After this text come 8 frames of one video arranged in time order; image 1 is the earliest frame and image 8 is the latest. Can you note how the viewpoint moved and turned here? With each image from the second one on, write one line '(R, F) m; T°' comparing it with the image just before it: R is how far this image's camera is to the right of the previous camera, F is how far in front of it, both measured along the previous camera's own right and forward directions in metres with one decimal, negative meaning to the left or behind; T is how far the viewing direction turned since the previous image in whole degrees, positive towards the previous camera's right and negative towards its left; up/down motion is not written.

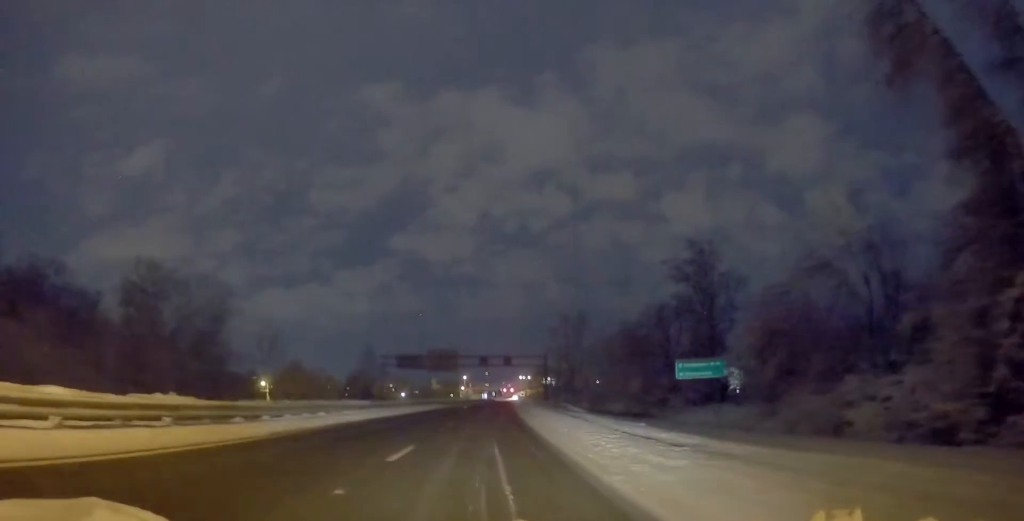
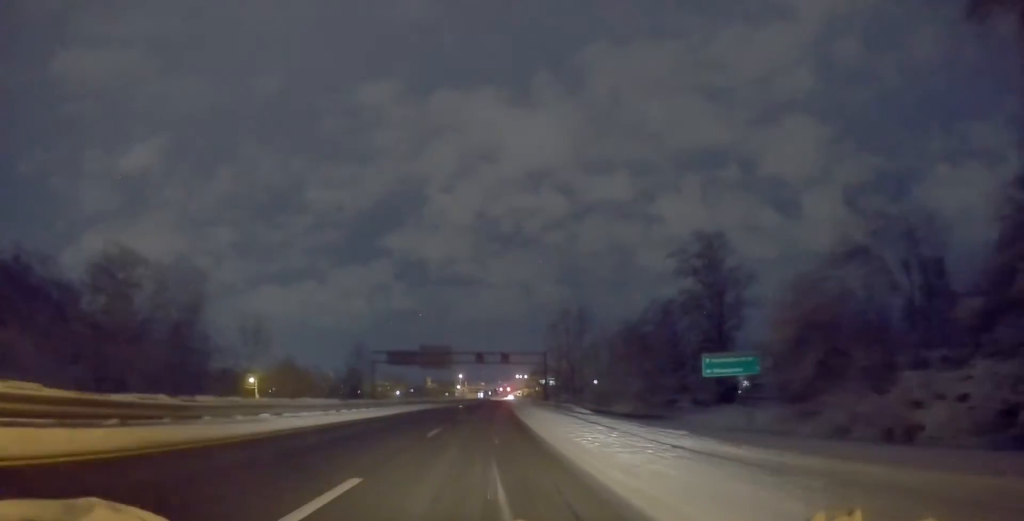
(0.0, +5.8) m; +1°
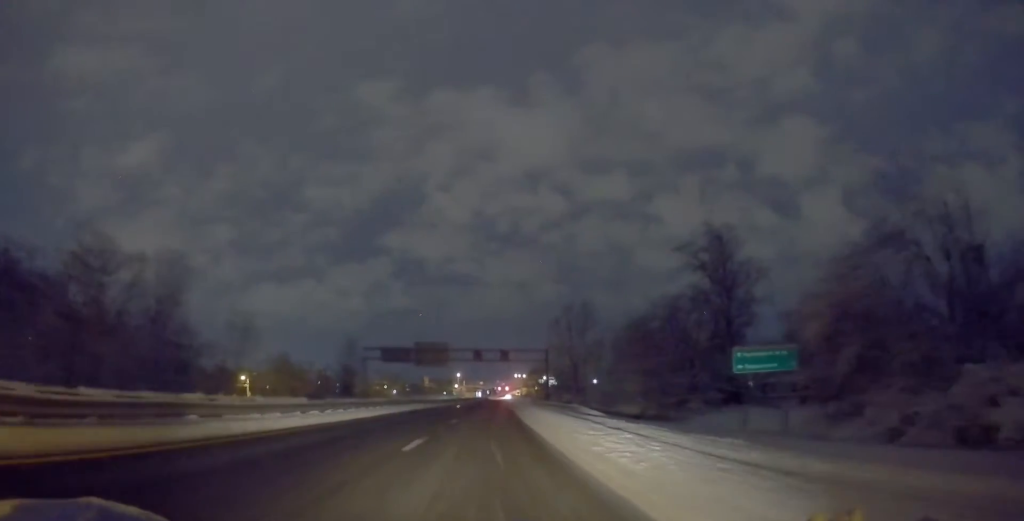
(0.0, +4.8) m; +2°
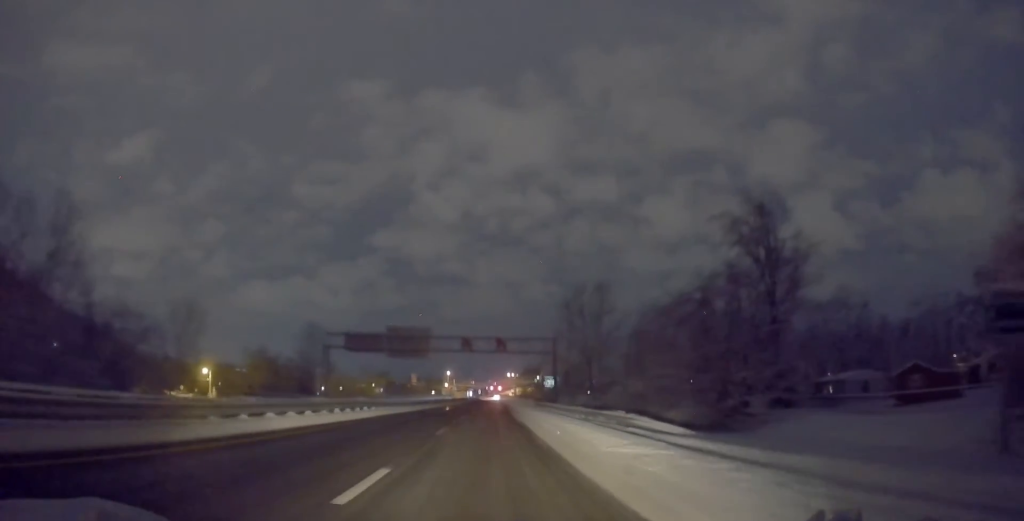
(+0.6, +18.4) m; +2°
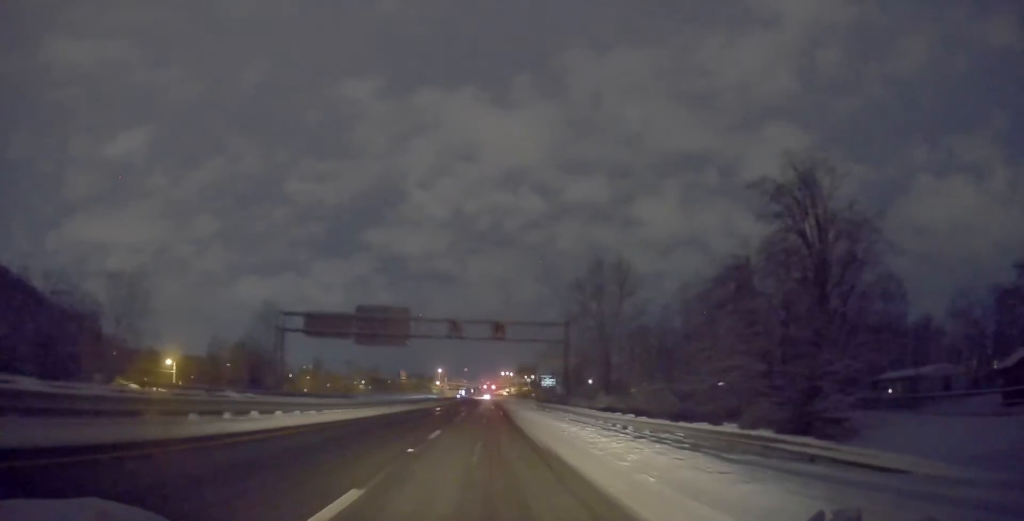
(+0.5, +15.0) m; 0°
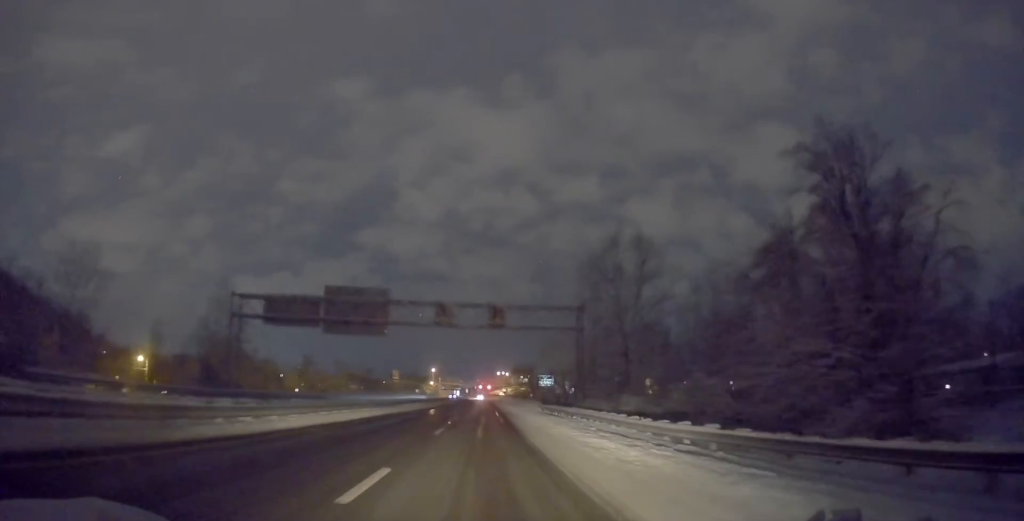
(-0.8, +9.8) m; 0°
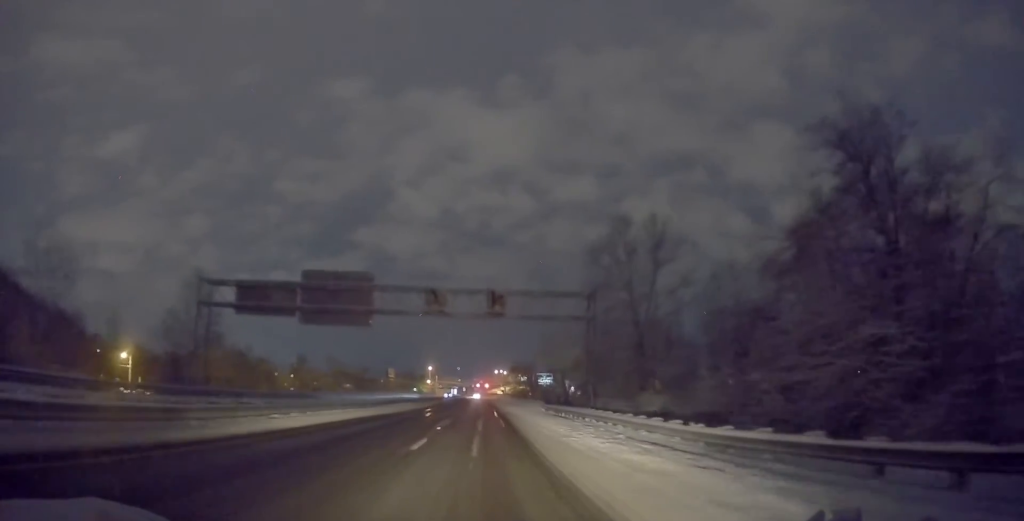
(+0.3, +5.4) m; +2°
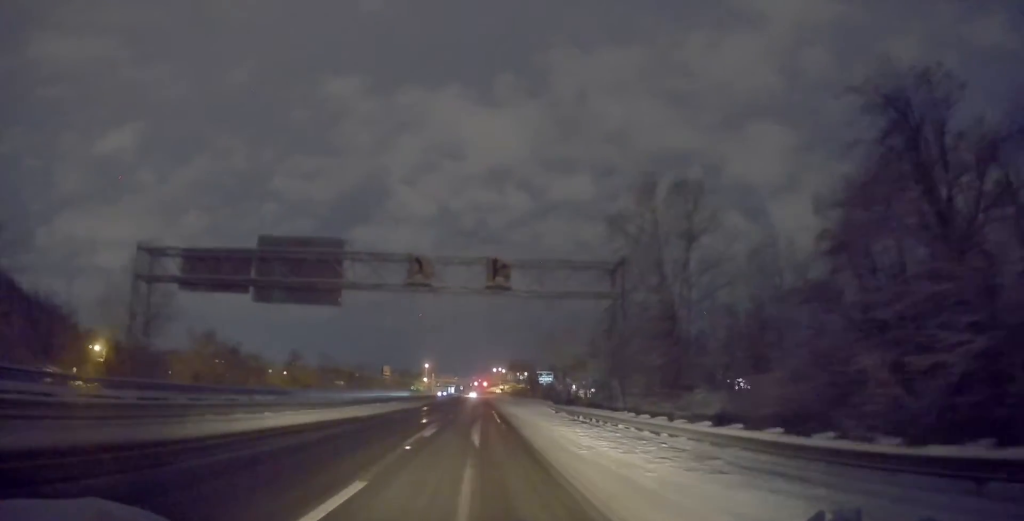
(+0.4, +8.4) m; +1°
